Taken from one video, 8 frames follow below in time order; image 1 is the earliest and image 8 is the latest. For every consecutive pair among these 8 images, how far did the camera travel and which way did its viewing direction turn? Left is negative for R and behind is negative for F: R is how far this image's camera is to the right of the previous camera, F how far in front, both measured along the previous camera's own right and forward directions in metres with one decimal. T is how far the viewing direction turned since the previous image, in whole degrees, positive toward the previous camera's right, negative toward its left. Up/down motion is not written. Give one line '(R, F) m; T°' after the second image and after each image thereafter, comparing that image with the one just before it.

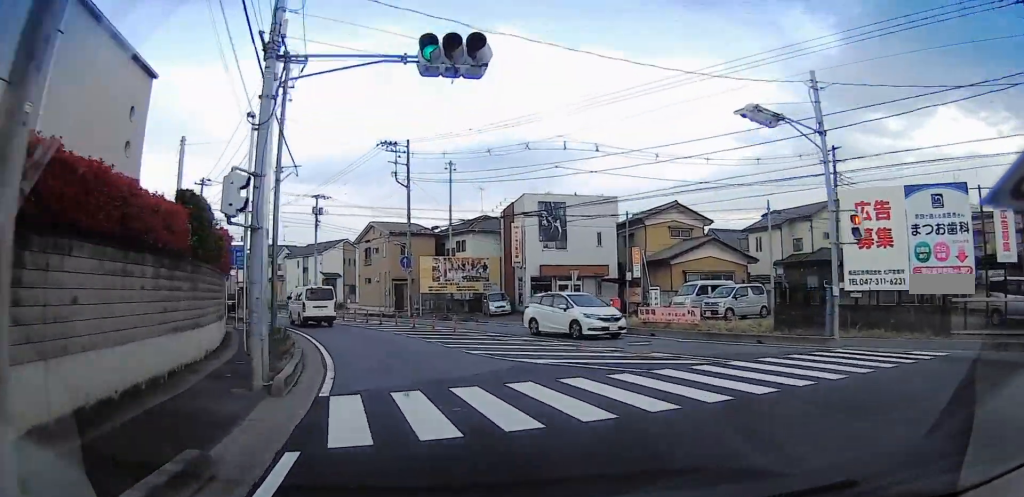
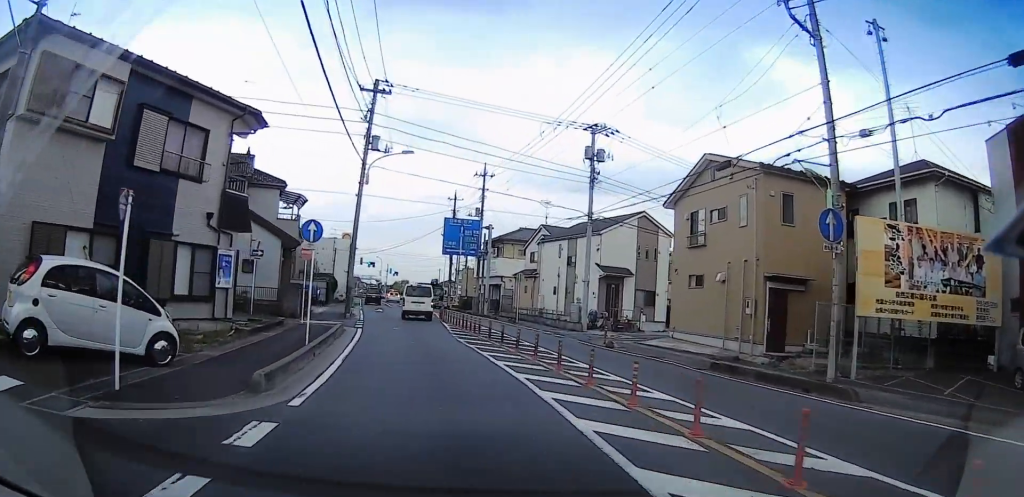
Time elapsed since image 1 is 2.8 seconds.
(-5.1, +27.7) m; -27°
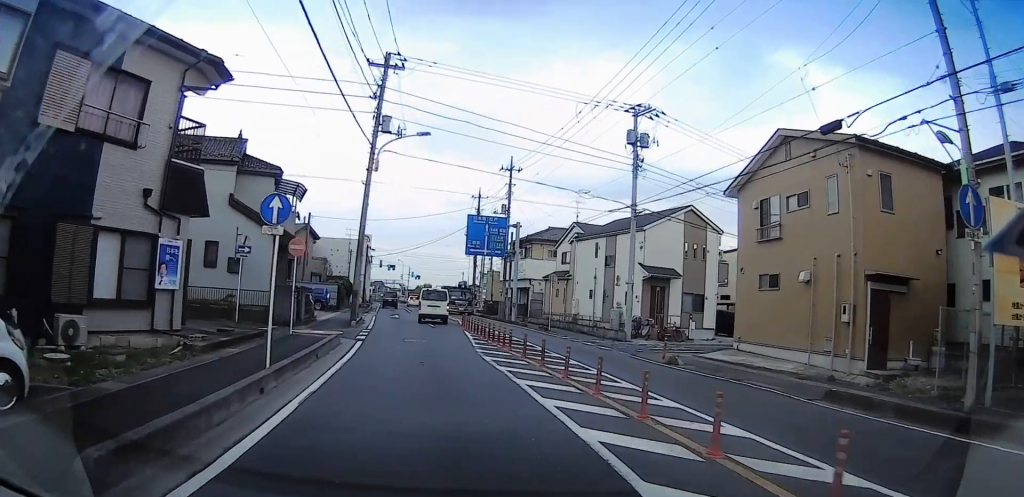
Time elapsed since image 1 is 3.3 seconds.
(-0.3, +4.7) m; -3°
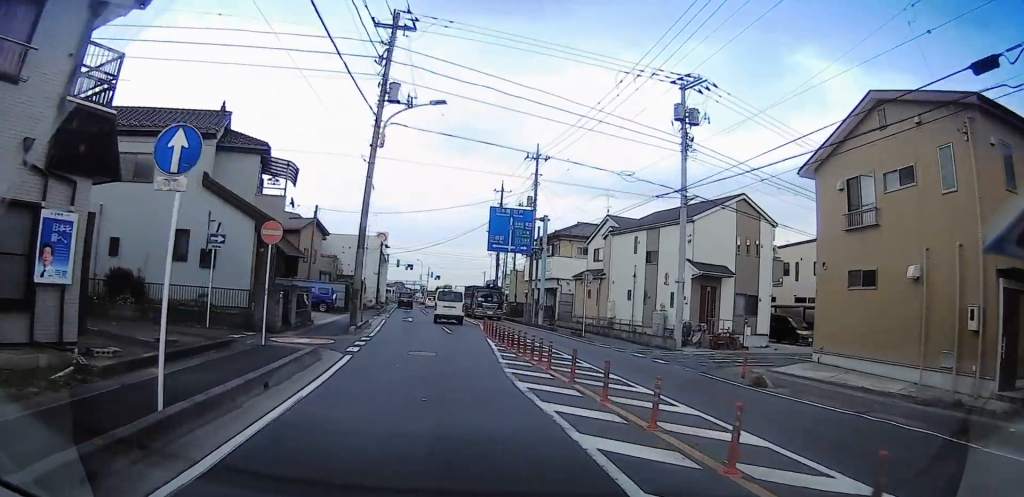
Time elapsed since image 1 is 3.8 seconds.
(-0.1, +4.6) m; -2°
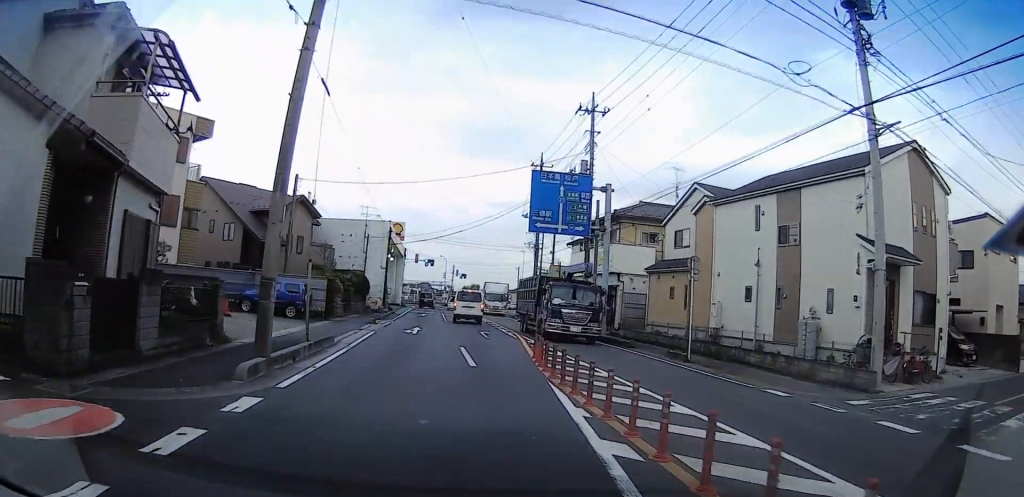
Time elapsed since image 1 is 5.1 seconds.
(-0.1, +12.6) m; -3°
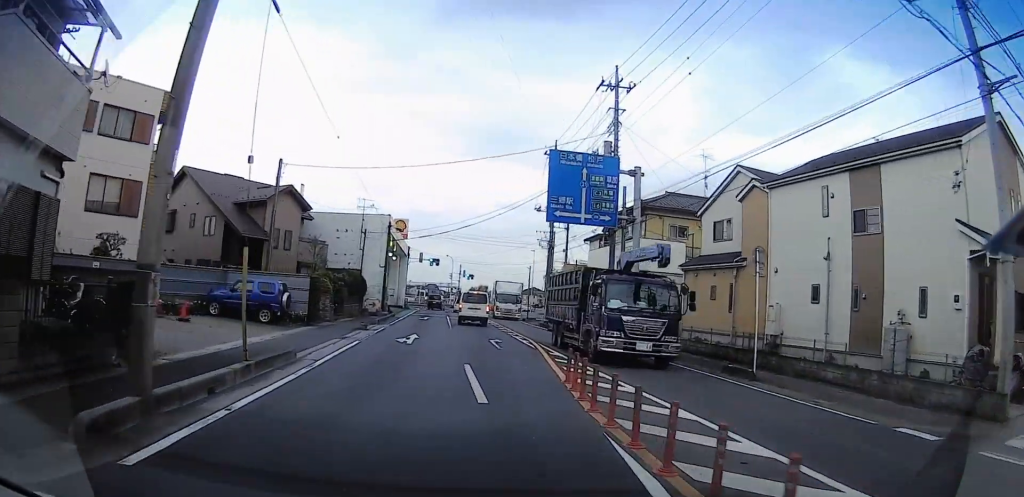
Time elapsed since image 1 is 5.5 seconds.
(+0.1, +4.1) m; -2°
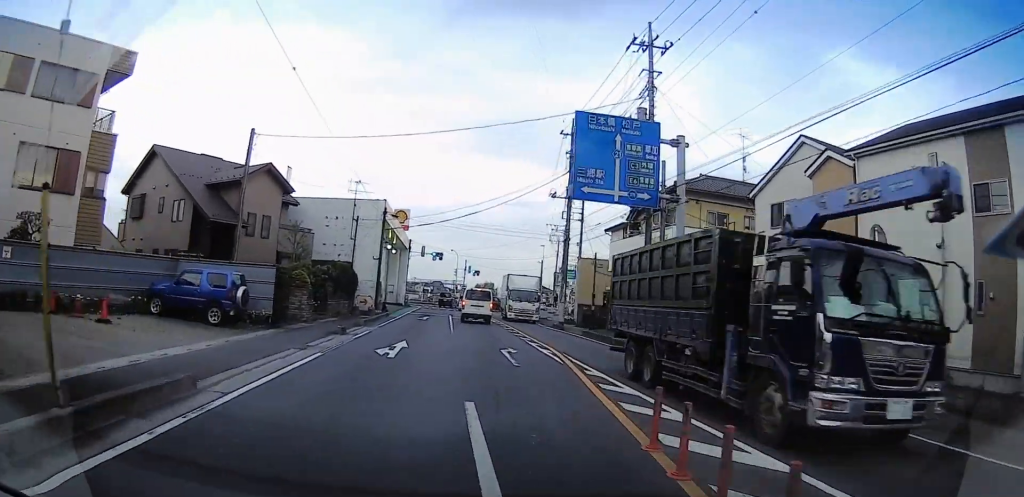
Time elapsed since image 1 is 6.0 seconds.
(-0.2, +4.7) m; -1°
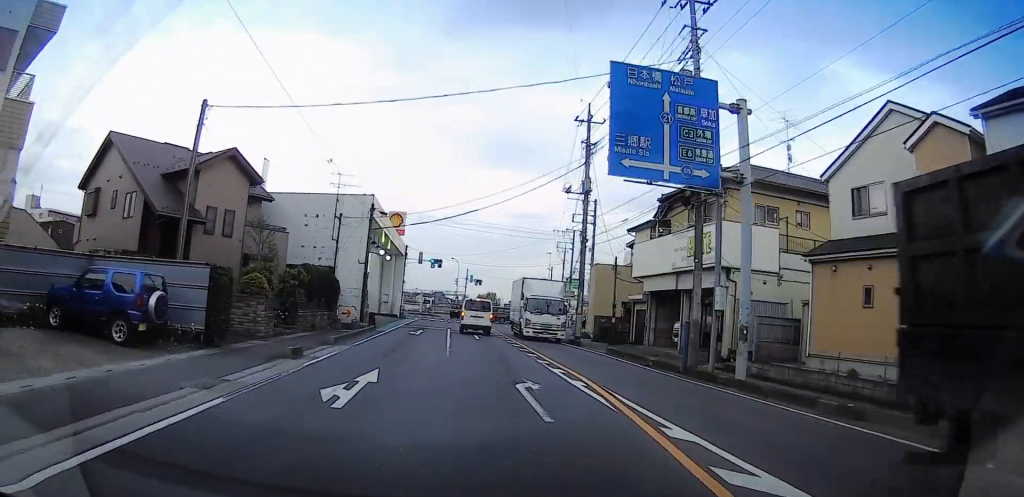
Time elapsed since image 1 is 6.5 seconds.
(-0.5, +5.0) m; 0°
